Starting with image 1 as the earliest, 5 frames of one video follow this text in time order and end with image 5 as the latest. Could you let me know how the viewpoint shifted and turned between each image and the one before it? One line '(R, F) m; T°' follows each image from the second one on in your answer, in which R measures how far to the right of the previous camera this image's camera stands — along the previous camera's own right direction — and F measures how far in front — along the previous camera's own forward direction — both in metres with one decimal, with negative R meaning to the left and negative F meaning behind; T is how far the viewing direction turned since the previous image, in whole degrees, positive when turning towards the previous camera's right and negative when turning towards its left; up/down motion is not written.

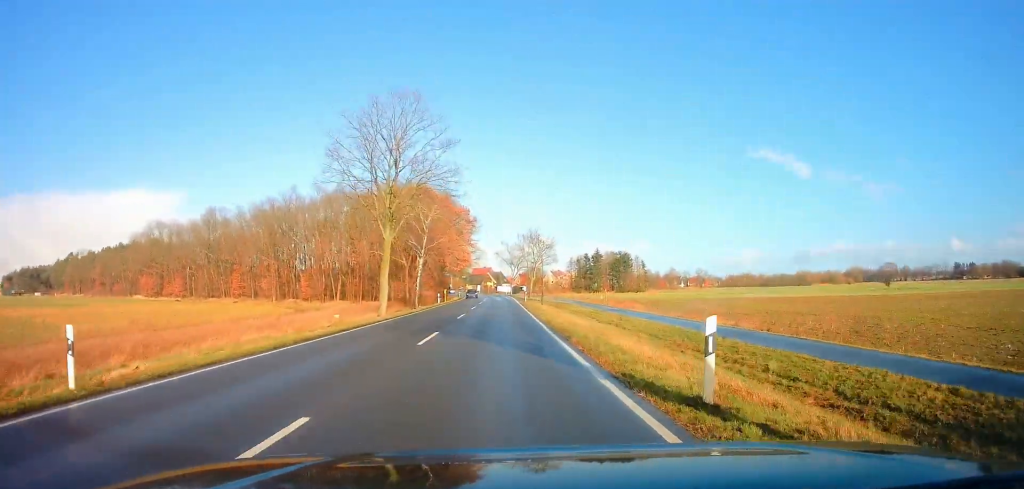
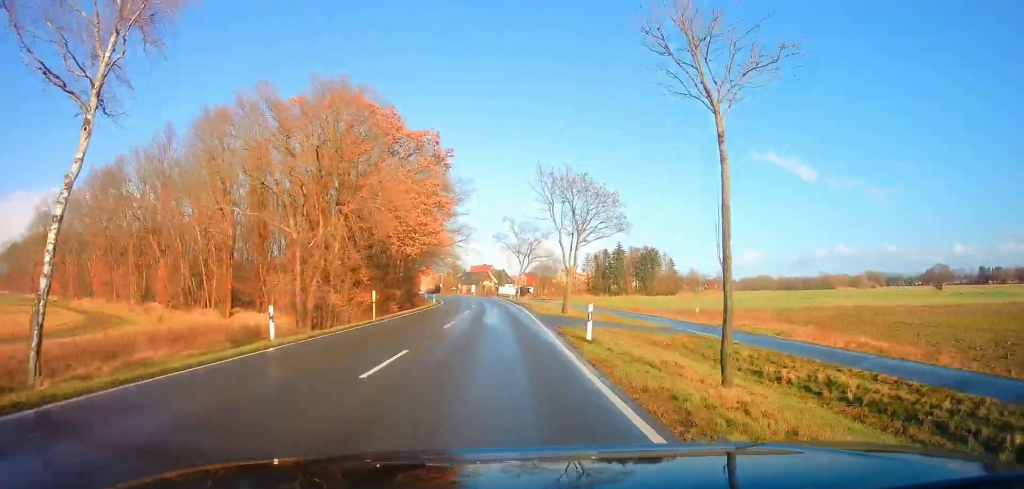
(-0.4, +41.3) m; 0°
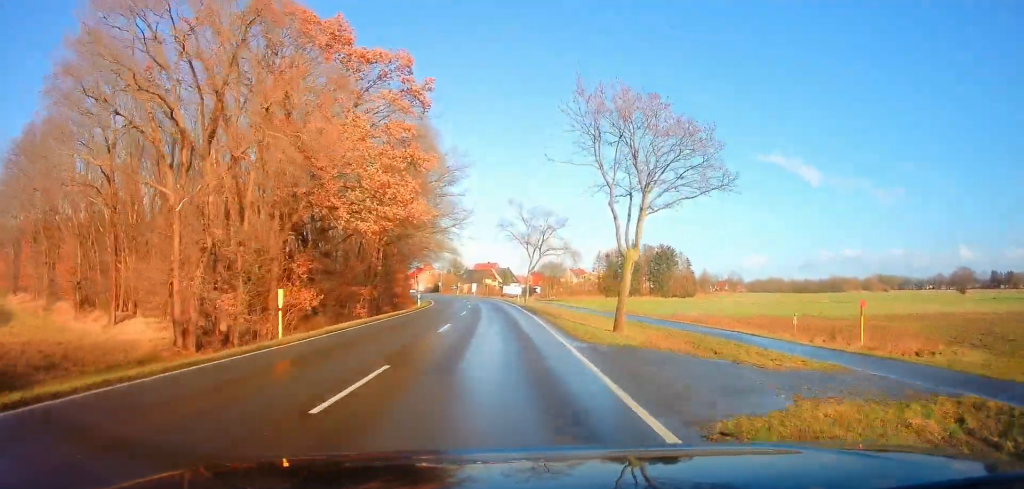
(0.0, +14.6) m; 0°
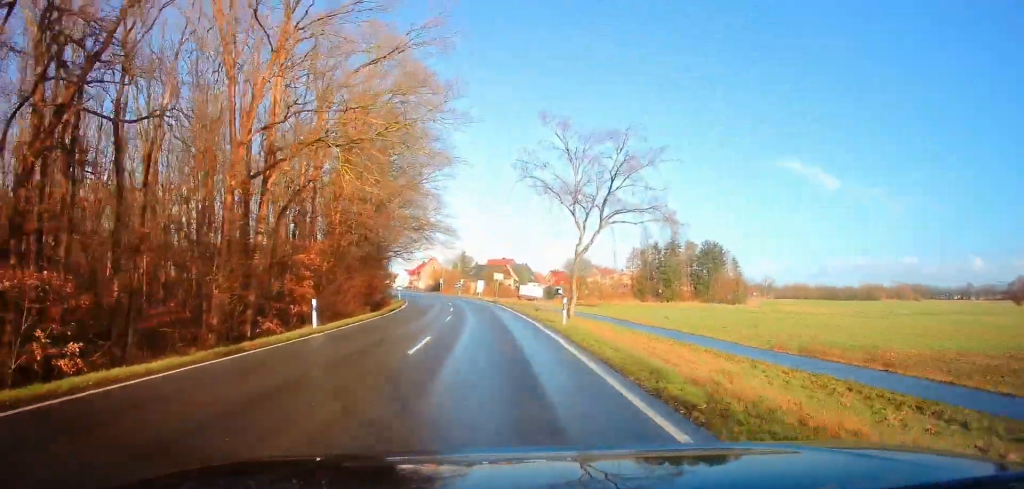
(-0.4, +30.3) m; -3°
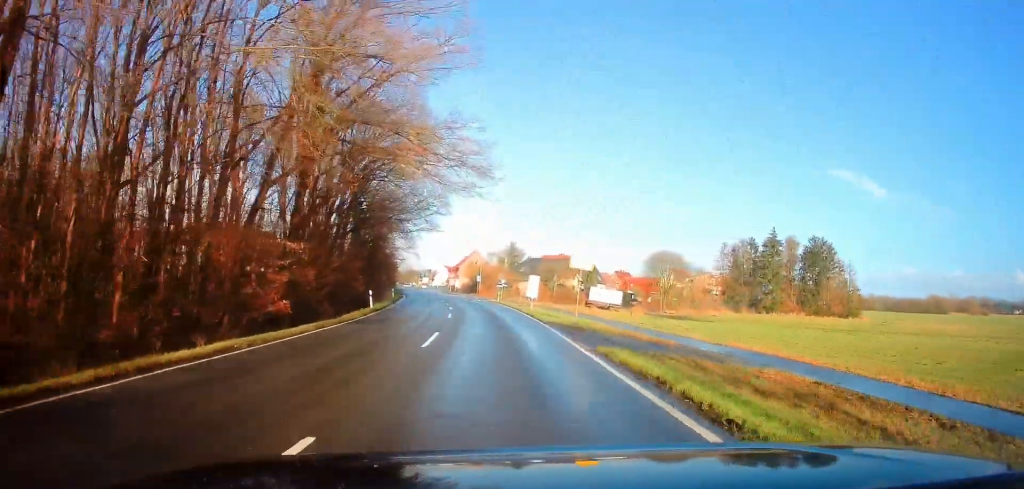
(-1.4, +34.9) m; -4°
